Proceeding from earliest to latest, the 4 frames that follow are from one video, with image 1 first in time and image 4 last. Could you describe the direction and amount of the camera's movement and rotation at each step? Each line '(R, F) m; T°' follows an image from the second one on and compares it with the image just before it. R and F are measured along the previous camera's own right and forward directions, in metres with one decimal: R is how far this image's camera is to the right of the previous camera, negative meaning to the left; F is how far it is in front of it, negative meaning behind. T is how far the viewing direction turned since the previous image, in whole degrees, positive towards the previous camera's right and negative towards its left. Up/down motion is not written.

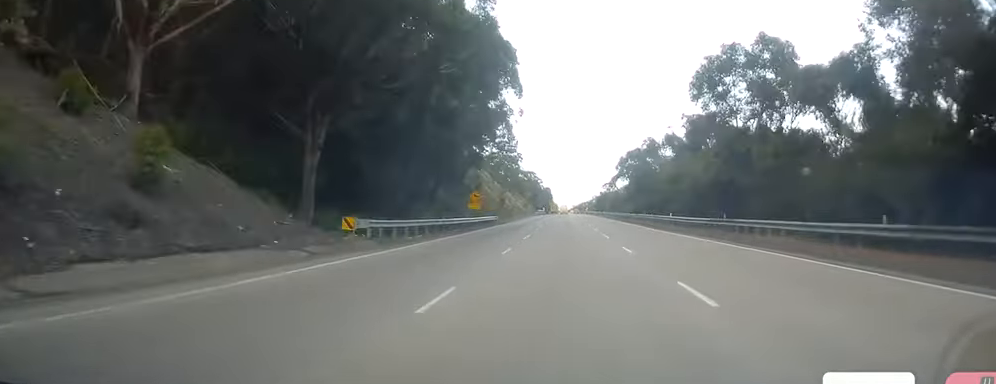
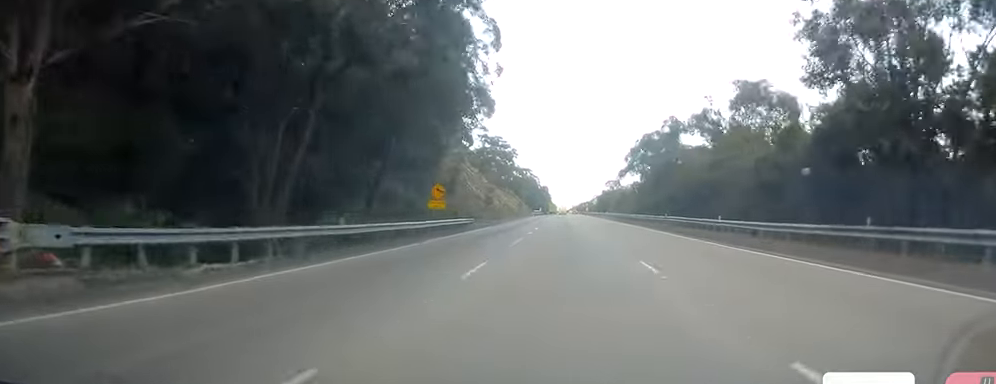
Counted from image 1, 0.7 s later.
(-0.4, +19.3) m; -1°
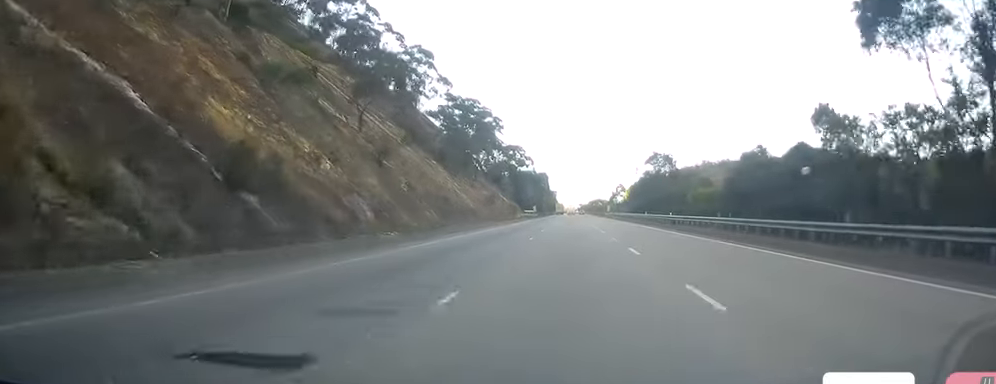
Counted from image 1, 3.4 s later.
(+1.0, +78.2) m; +1°
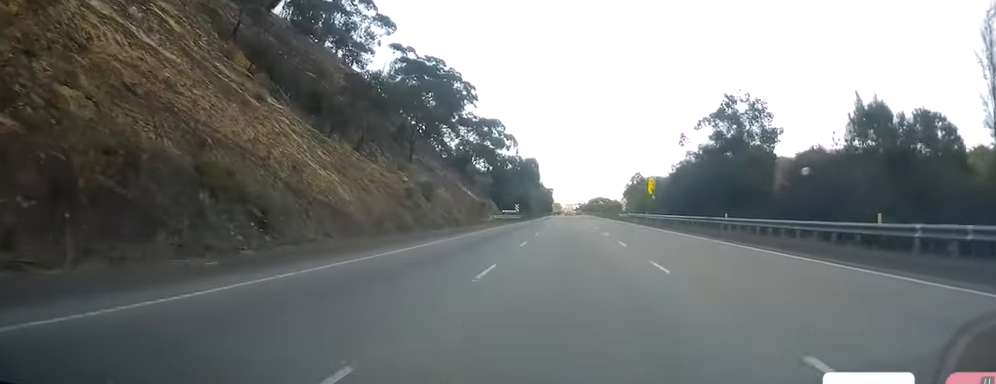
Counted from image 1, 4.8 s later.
(-1.3, +42.4) m; -1°
